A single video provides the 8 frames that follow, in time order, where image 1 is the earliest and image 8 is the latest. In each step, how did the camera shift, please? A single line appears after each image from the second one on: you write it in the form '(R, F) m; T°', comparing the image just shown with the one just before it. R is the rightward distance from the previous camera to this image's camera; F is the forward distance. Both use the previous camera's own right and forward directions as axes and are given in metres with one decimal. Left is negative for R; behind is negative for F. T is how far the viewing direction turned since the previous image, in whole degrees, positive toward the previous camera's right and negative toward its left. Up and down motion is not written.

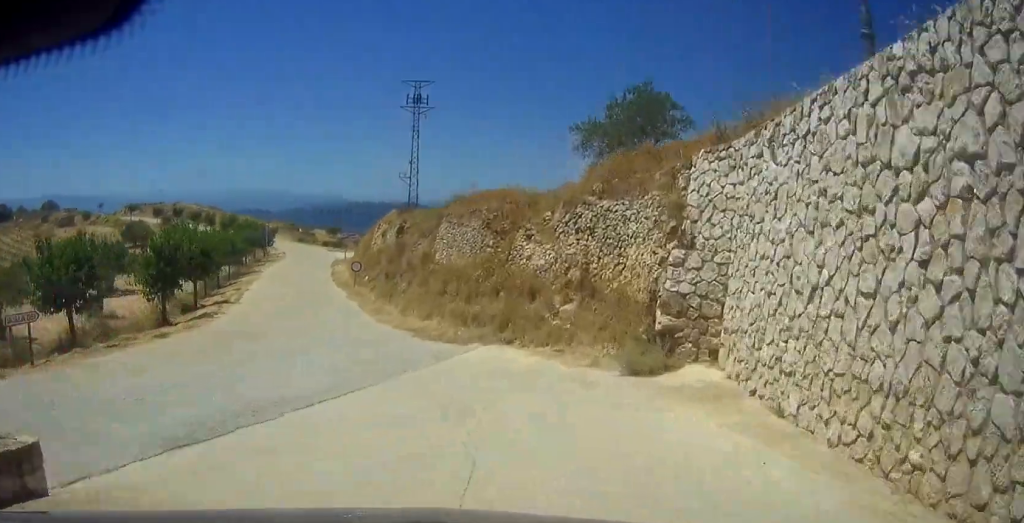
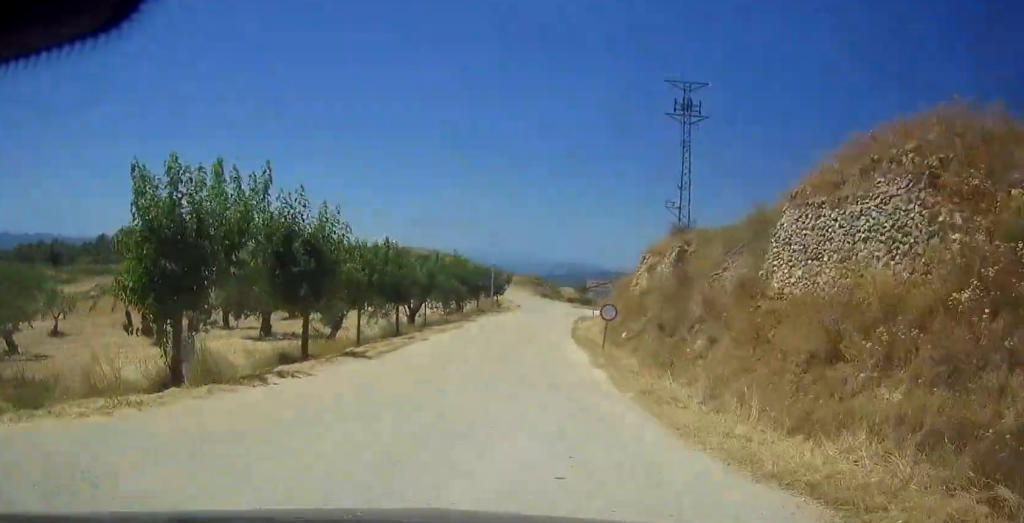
(-1.7, +20.1) m; -6°
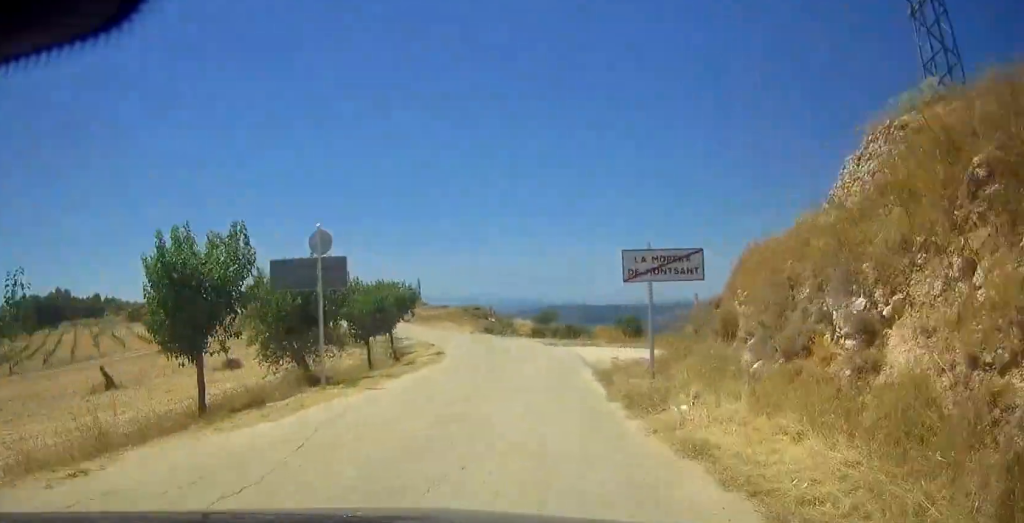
(-1.1, +43.0) m; -5°
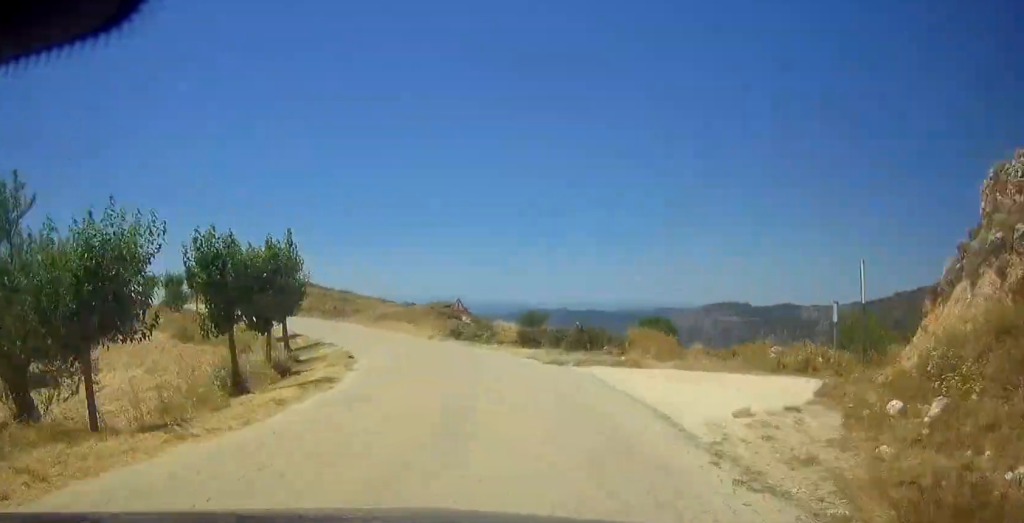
(+1.5, +18.6) m; -6°
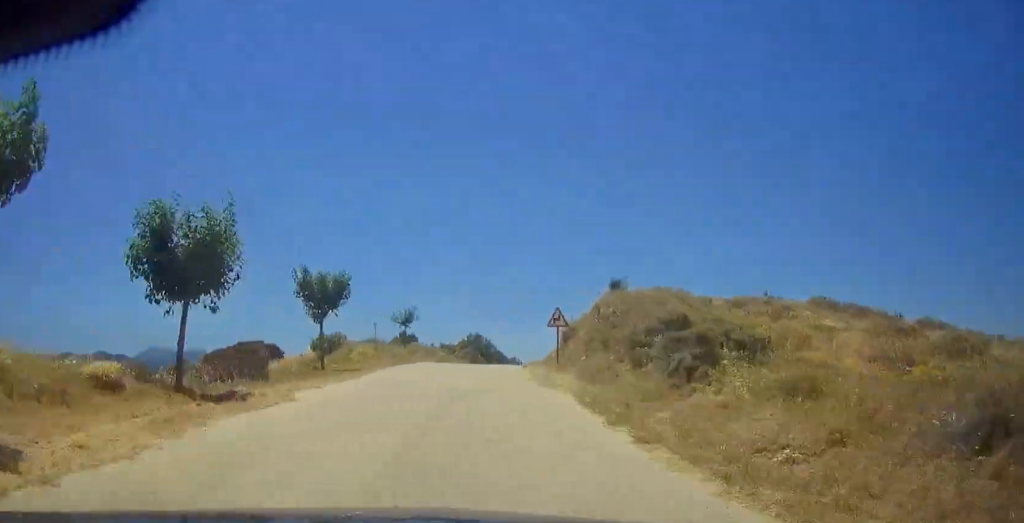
(-11.9, +60.7) m; -19°
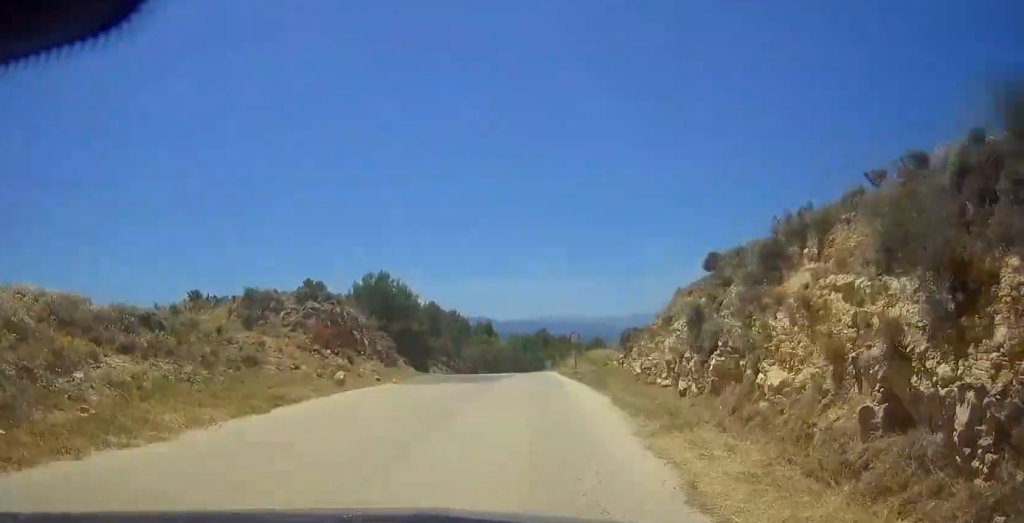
(-2.8, +51.8) m; -3°
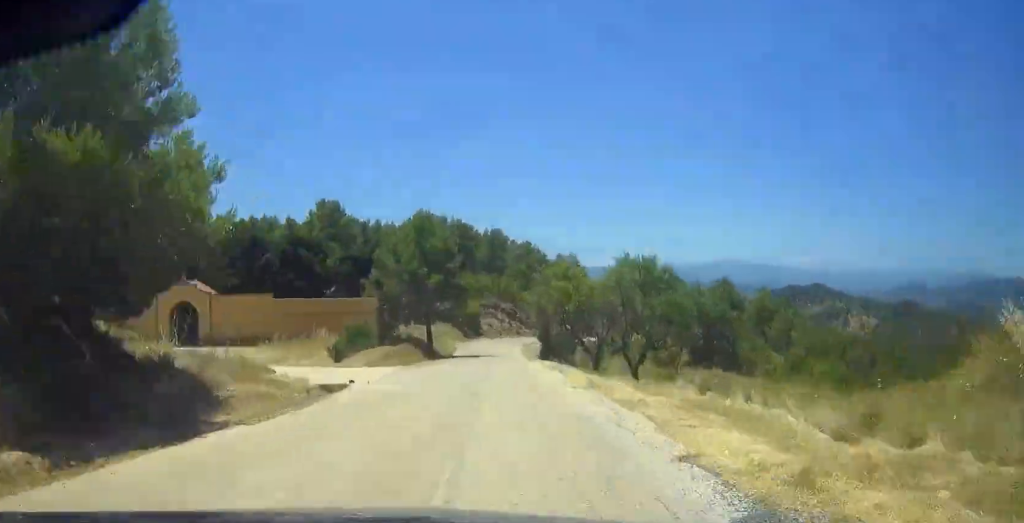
(+0.1, +50.6) m; -2°
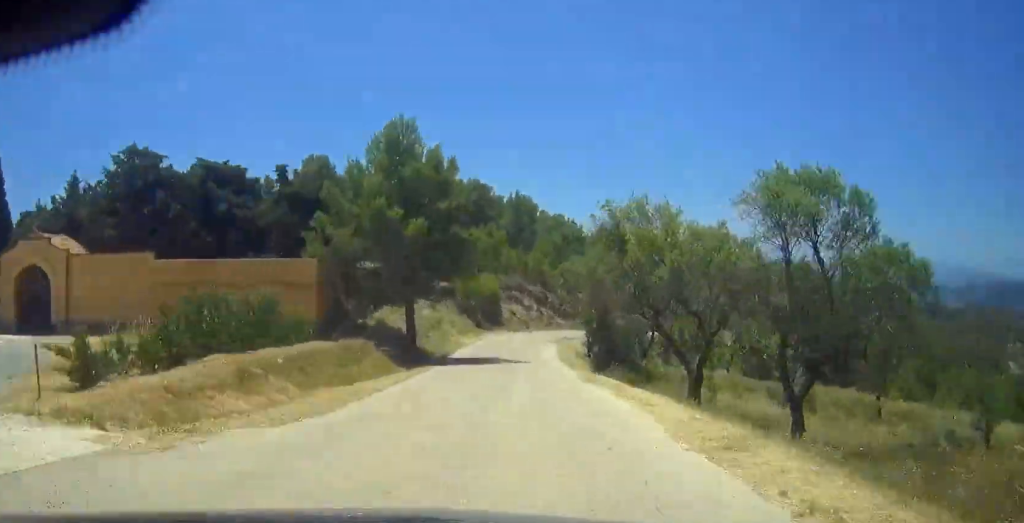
(-1.2, +22.9) m; +3°
